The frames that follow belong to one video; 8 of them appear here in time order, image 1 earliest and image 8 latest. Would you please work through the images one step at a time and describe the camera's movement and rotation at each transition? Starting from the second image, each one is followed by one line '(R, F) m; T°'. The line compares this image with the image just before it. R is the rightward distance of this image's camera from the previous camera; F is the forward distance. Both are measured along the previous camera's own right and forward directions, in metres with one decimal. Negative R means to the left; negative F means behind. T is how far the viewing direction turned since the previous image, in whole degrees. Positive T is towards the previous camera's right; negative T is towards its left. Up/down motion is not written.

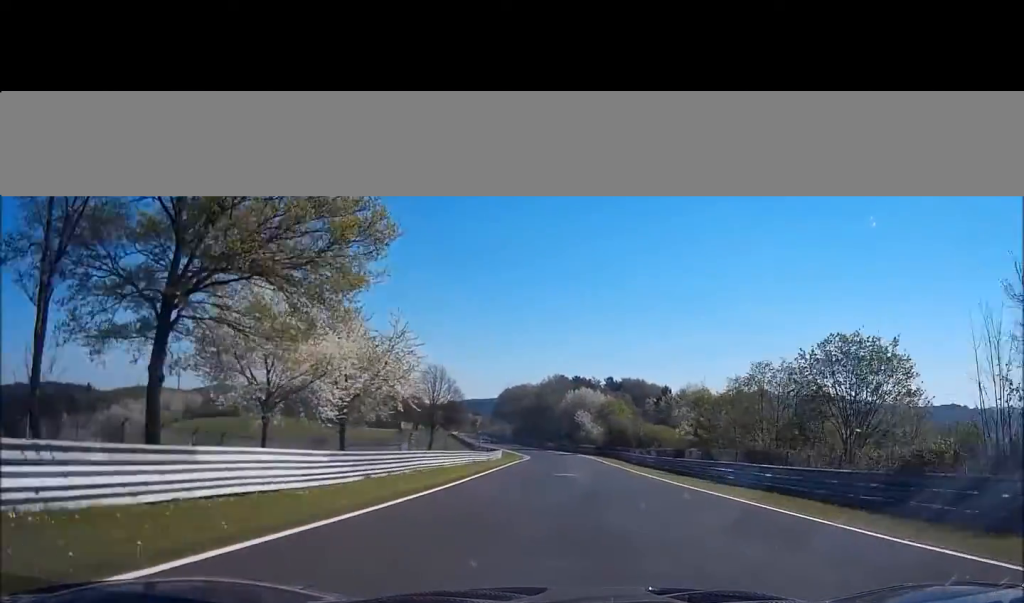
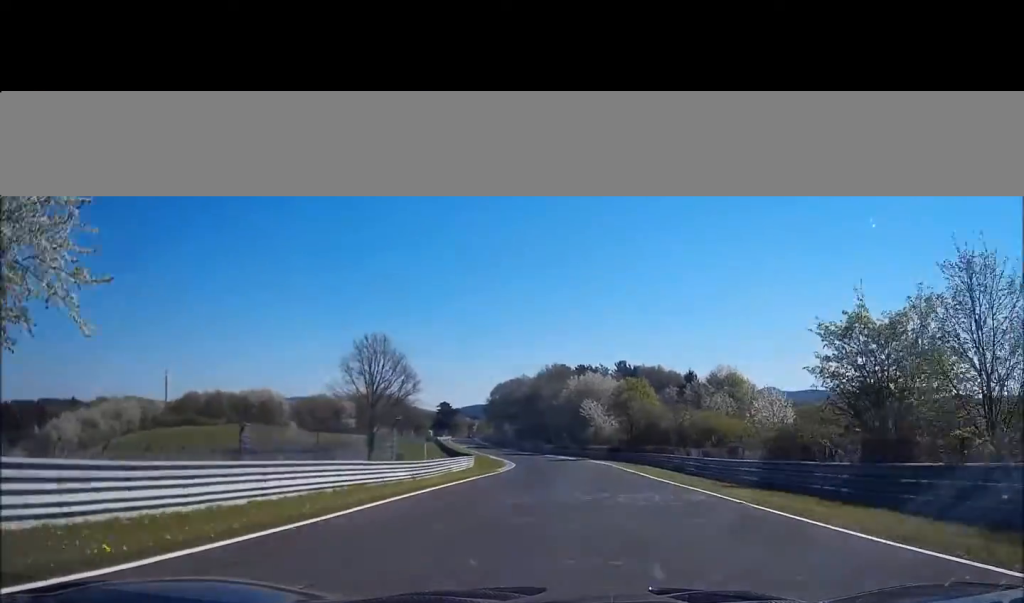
(-0.3, +33.0) m; -3°
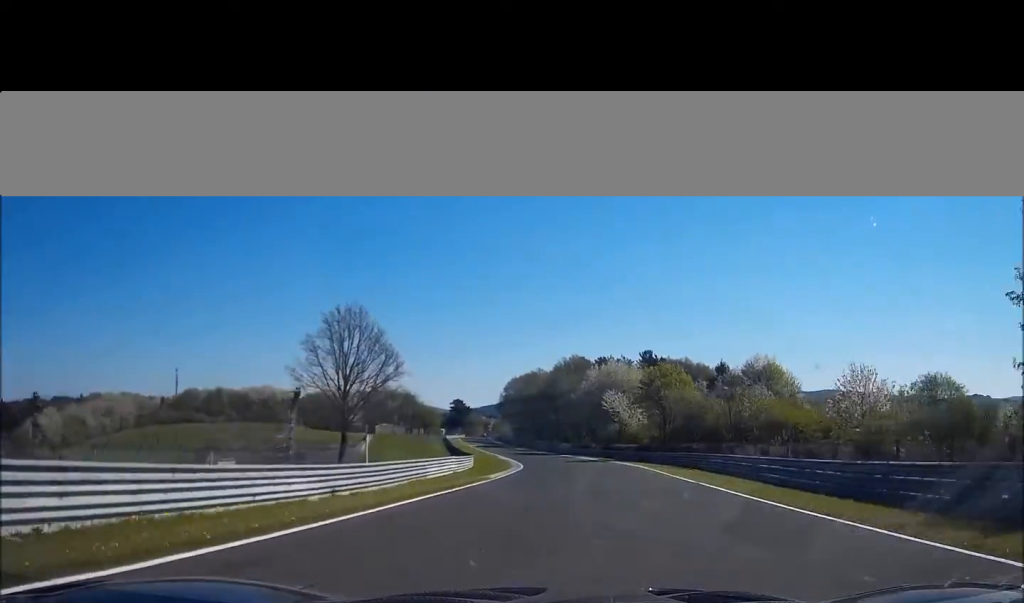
(+0.1, +14.0) m; -2°
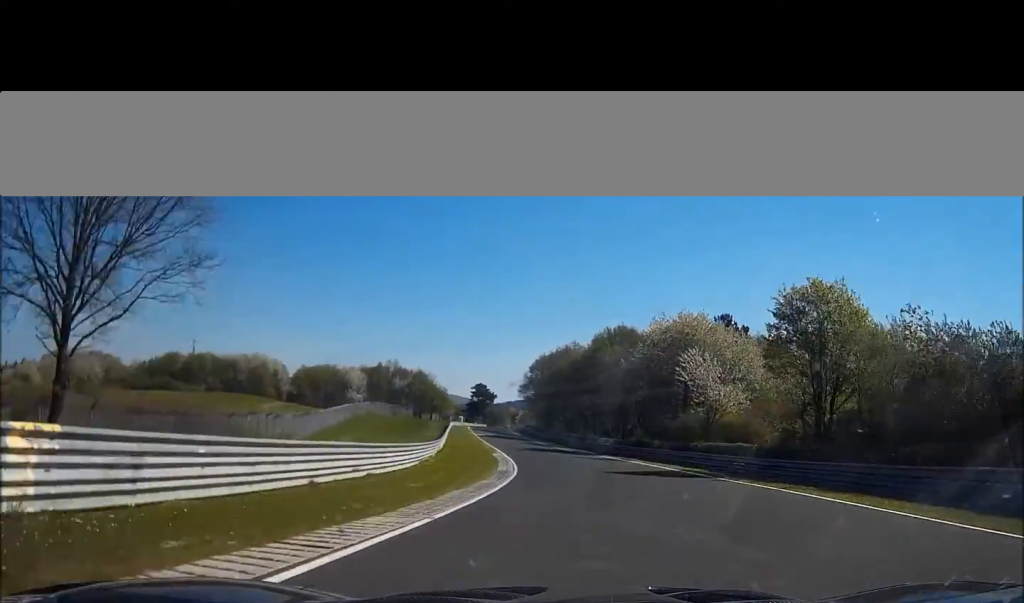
(-1.6, +37.4) m; -2°
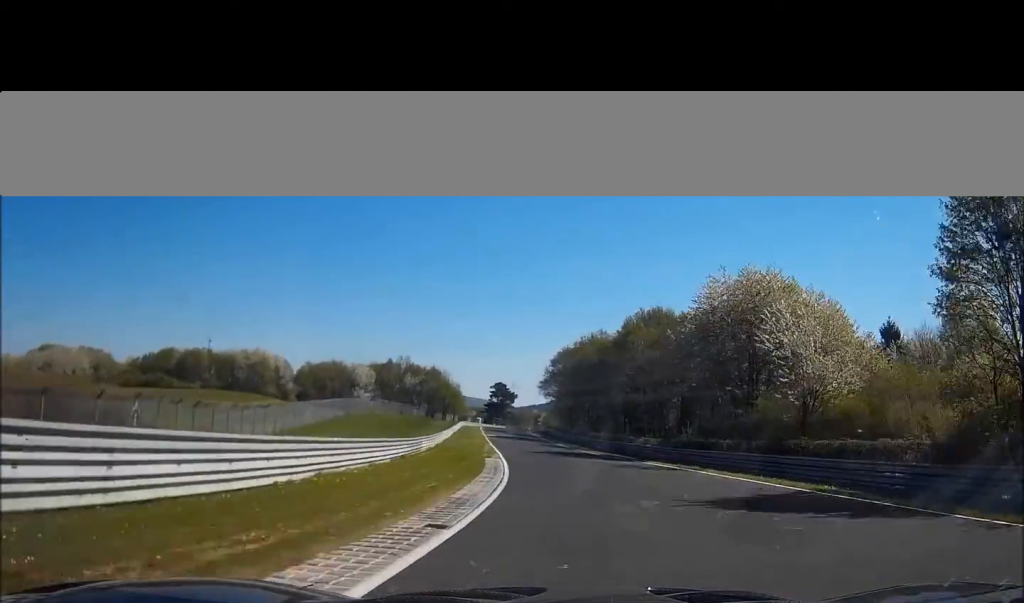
(+0.3, +16.8) m; -1°
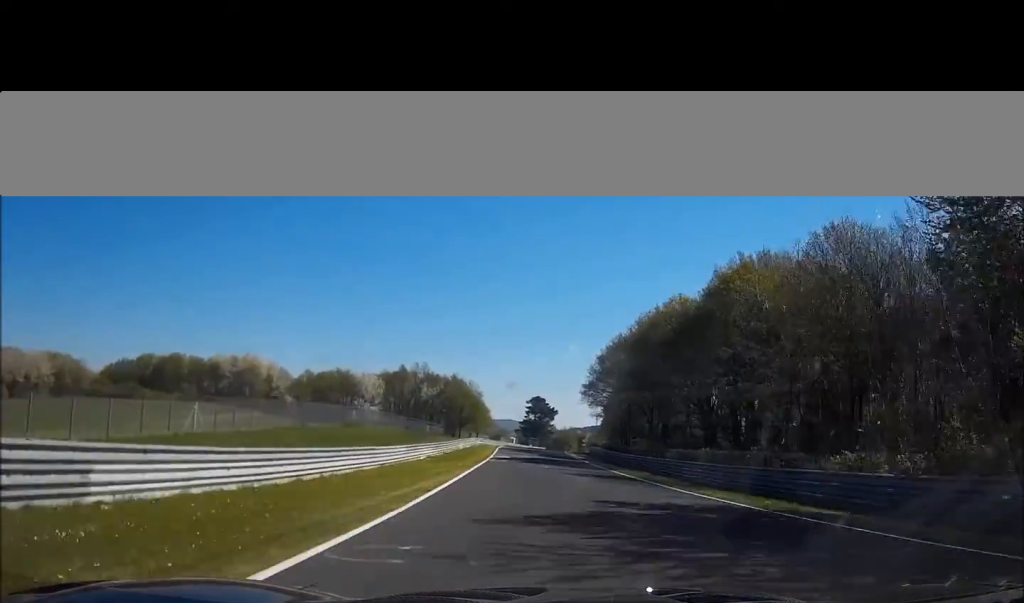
(-1.0, +34.6) m; -3°
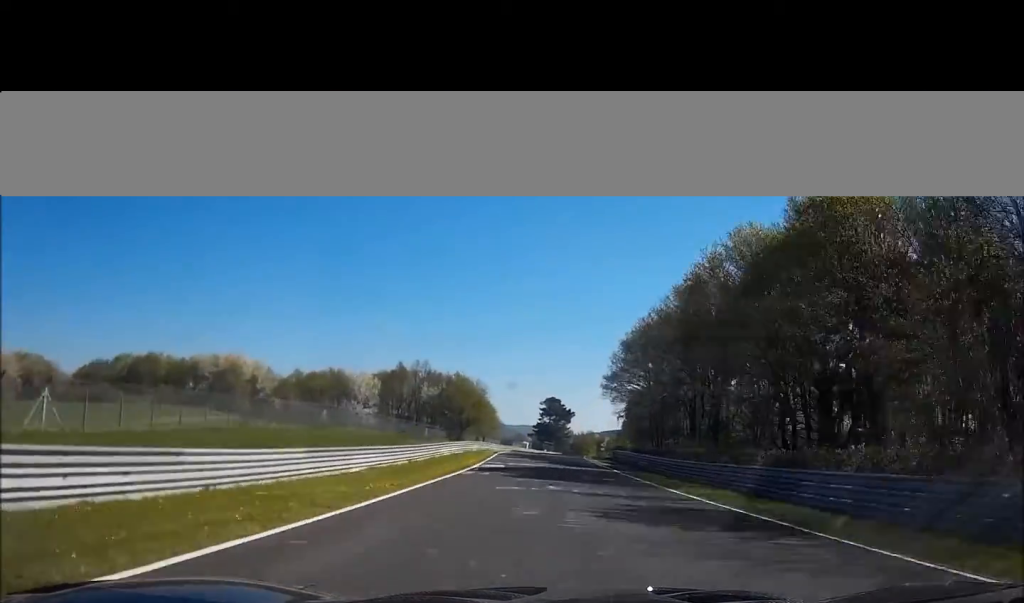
(-0.3, +17.8) m; -1°
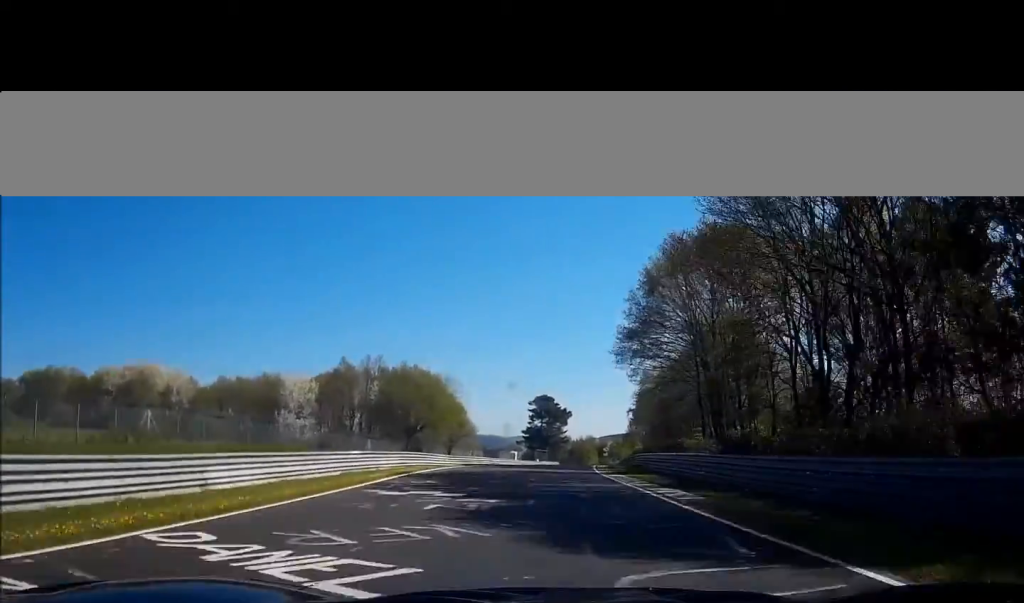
(-0.3, +34.2) m; -1°
